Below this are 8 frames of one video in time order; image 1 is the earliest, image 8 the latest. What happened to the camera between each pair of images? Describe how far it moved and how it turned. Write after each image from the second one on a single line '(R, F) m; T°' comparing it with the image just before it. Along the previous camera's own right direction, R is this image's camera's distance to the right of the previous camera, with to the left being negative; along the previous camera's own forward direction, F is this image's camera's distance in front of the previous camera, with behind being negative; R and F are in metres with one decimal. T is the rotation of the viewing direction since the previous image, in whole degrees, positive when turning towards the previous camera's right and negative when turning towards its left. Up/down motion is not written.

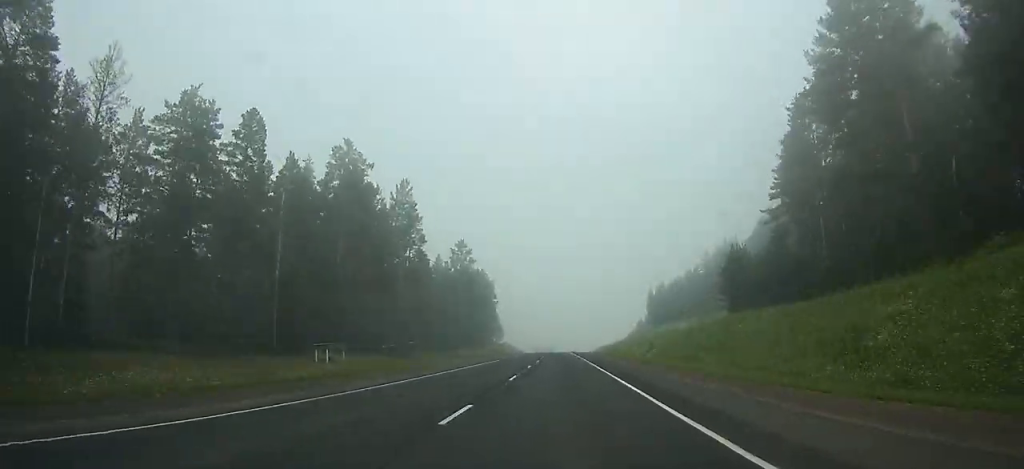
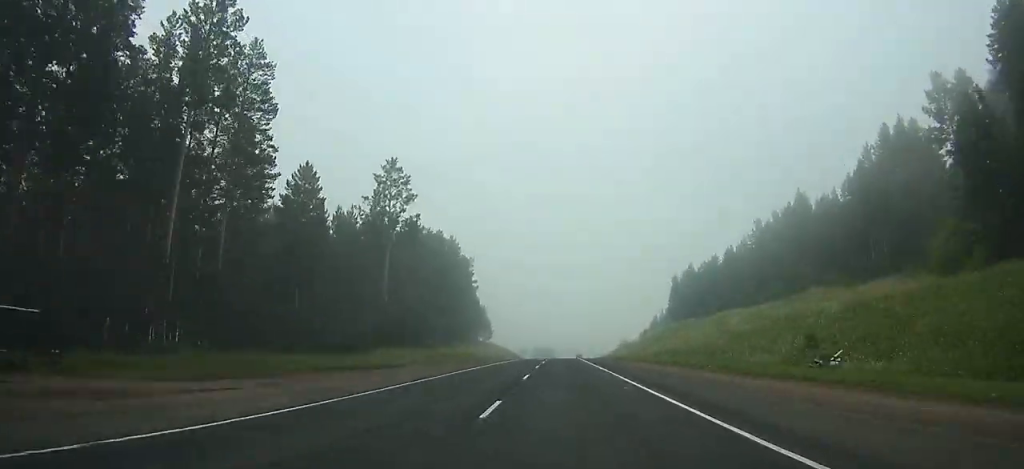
(+0.1, +57.7) m; 0°
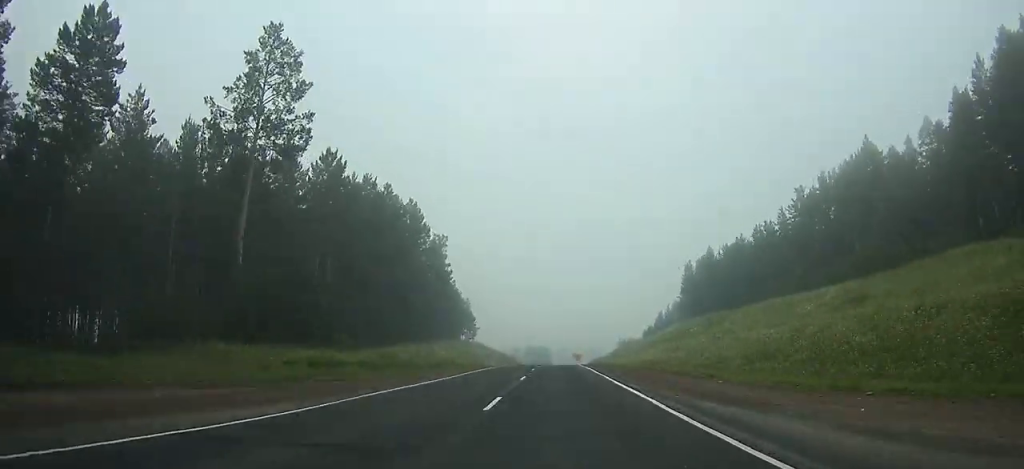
(0.0, +33.8) m; 0°
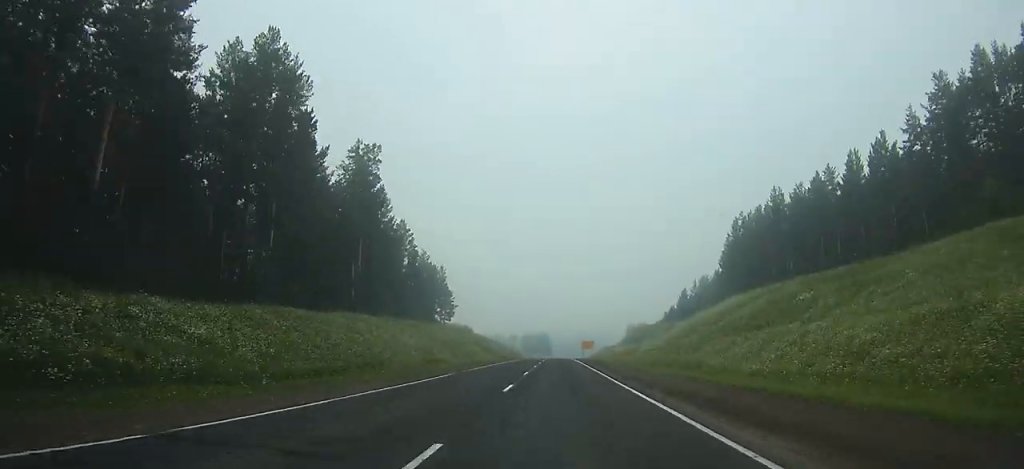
(0.0, +52.8) m; 0°
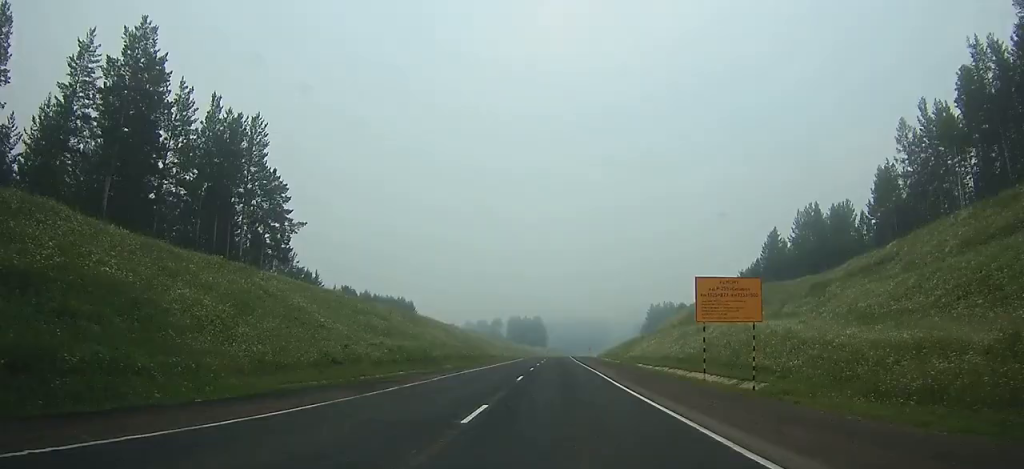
(-0.2, +114.8) m; 0°
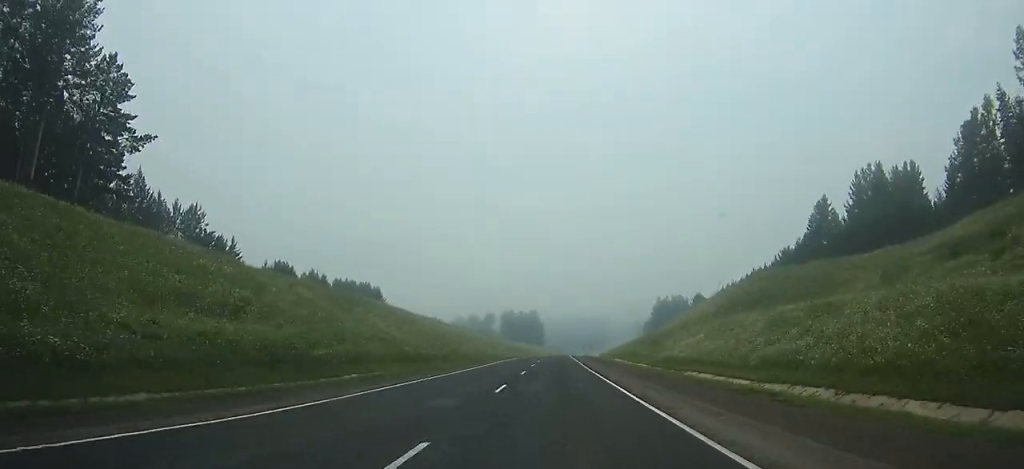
(0.0, +32.0) m; 0°
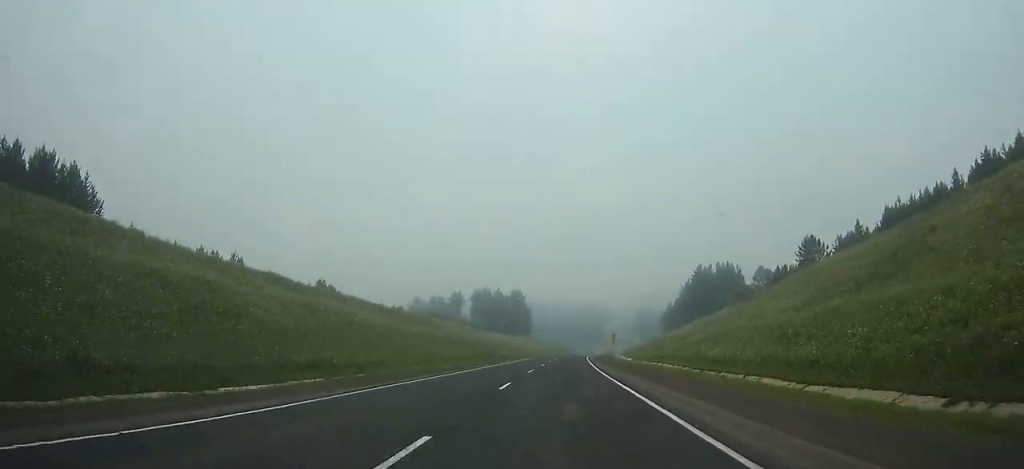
(+1.3, +96.7) m; +2°
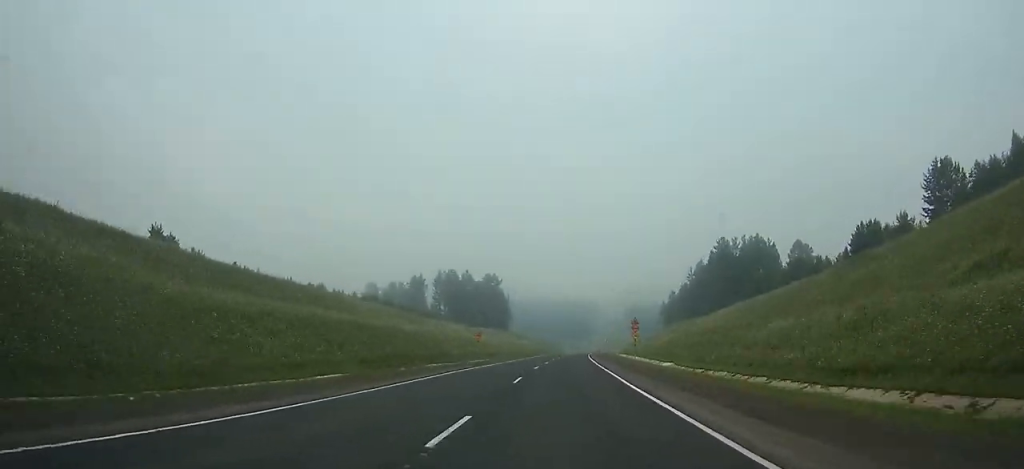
(+0.4, +46.2) m; +1°
